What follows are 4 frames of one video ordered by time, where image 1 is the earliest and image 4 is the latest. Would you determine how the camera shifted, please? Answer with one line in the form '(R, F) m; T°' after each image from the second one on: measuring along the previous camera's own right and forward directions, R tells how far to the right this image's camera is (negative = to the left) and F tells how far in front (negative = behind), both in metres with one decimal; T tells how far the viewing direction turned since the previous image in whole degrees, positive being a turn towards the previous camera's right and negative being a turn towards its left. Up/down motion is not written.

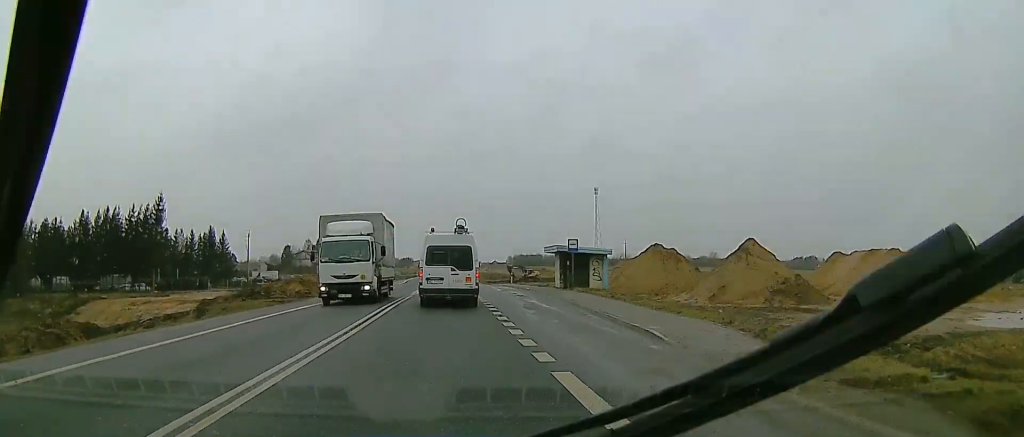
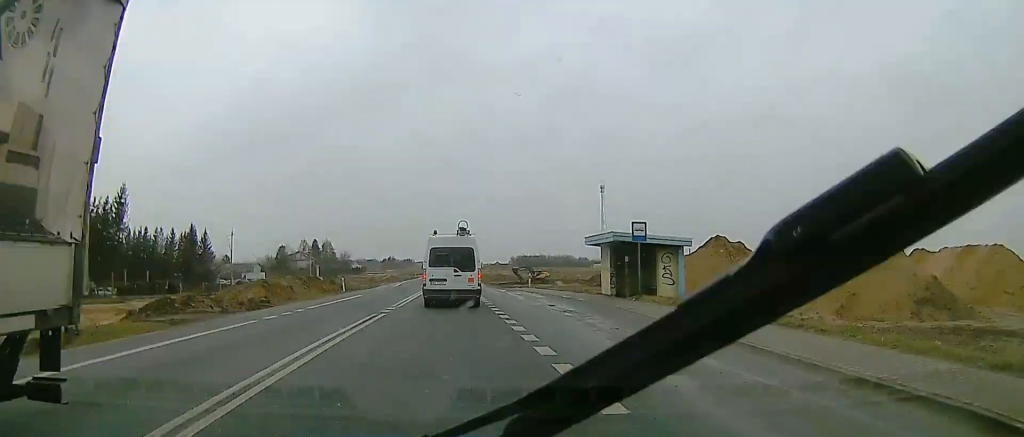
(0.0, +10.4) m; -1°
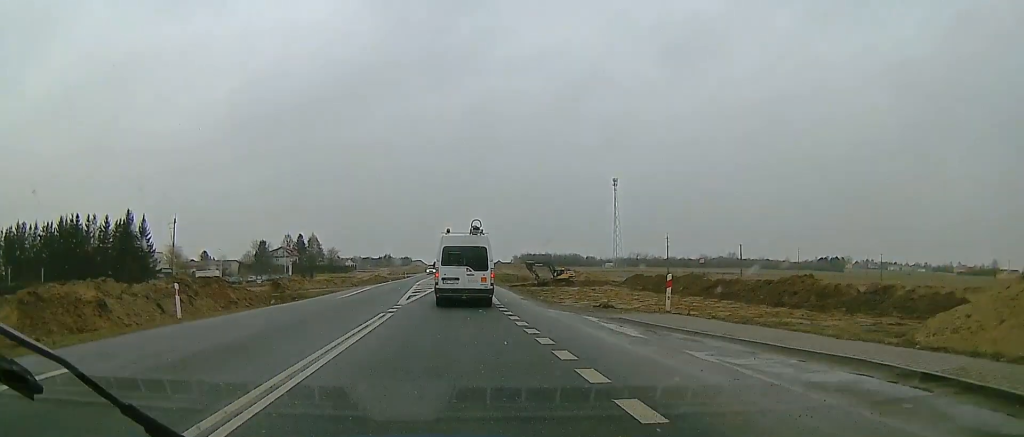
(+0.3, +32.0) m; +1°
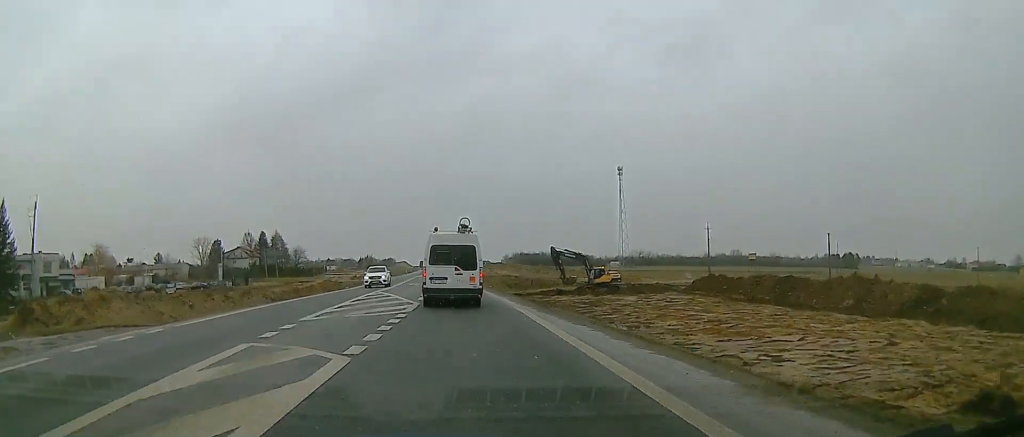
(-0.4, +49.7) m; -1°
